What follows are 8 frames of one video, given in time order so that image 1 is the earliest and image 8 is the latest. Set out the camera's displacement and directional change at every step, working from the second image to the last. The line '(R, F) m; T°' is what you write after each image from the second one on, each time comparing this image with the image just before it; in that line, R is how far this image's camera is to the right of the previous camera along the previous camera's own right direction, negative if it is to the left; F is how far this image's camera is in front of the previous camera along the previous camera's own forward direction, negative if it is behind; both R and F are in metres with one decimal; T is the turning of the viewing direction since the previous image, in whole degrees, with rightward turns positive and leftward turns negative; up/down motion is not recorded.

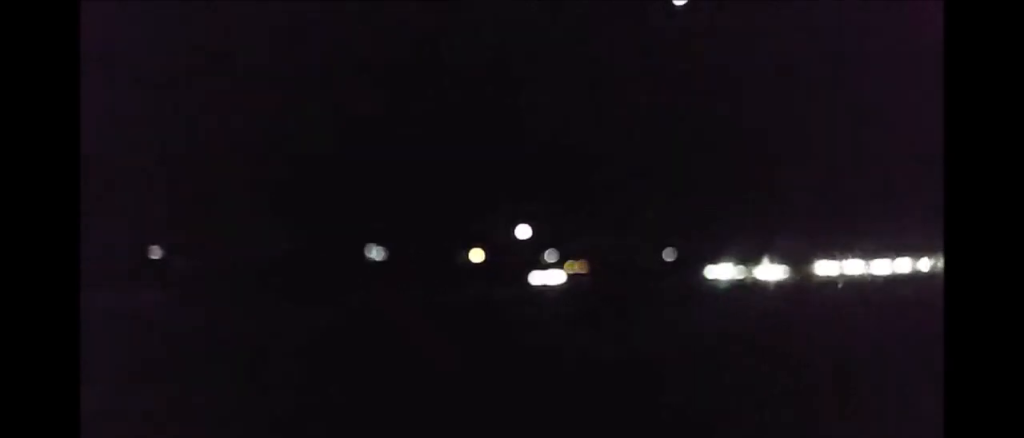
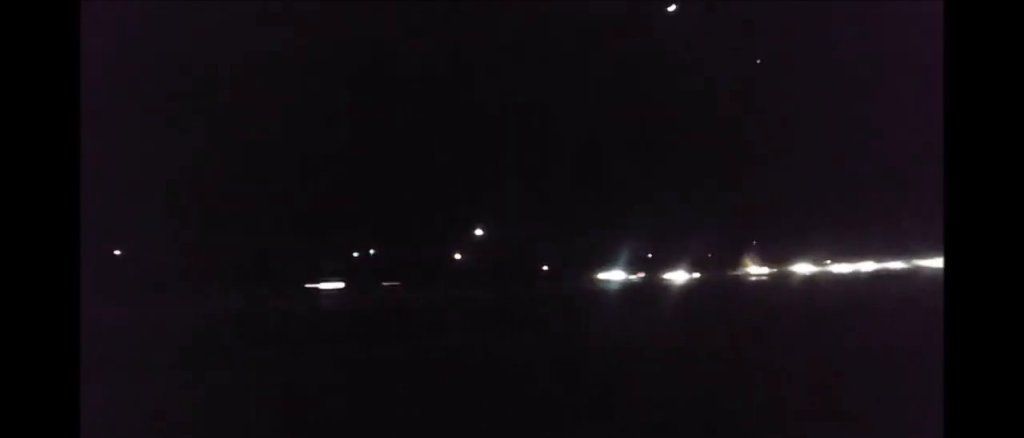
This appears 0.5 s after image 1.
(-0.3, +13.2) m; 0°
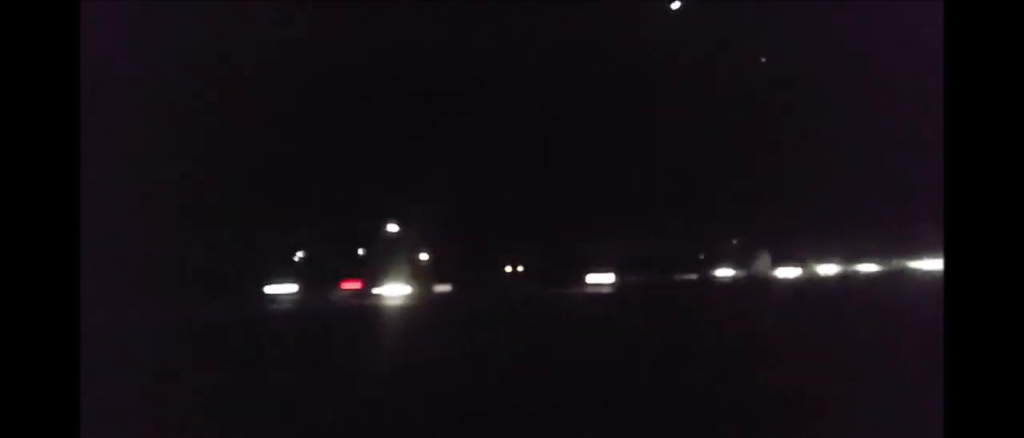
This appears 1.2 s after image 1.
(0.0, +21.7) m; 0°
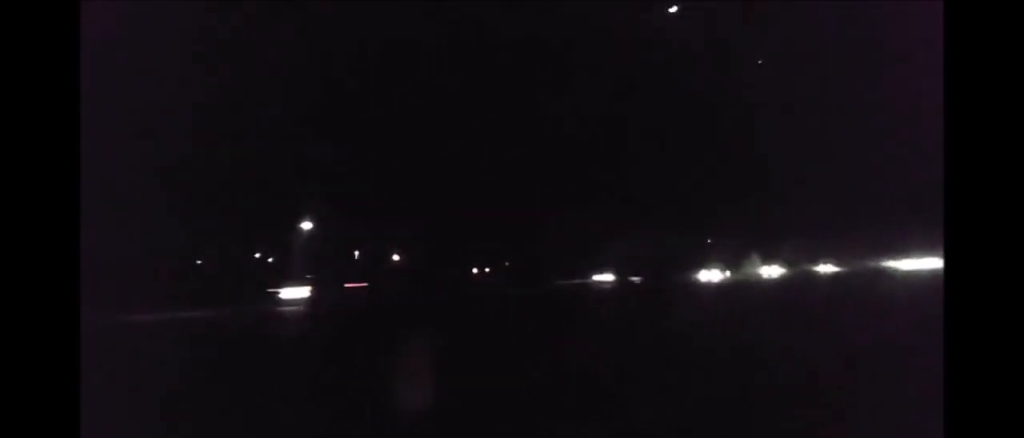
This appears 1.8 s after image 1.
(+0.2, +16.9) m; +1°
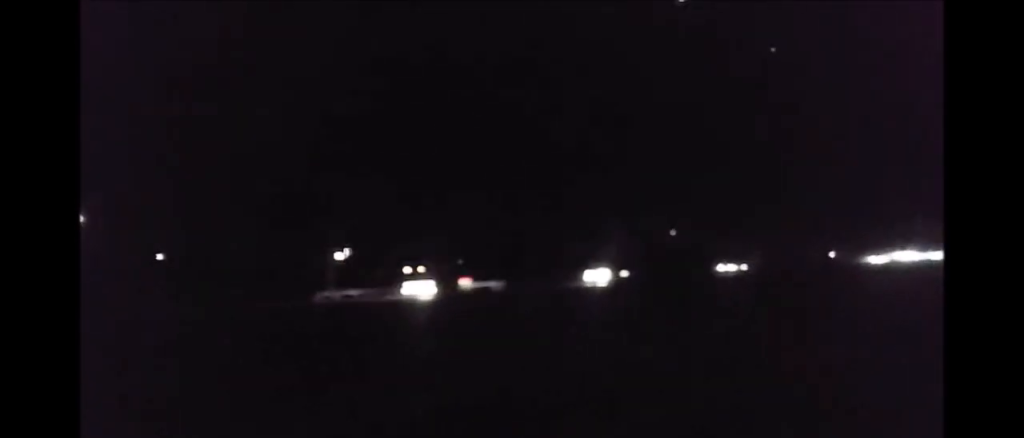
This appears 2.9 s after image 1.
(0.0, +31.0) m; -1°
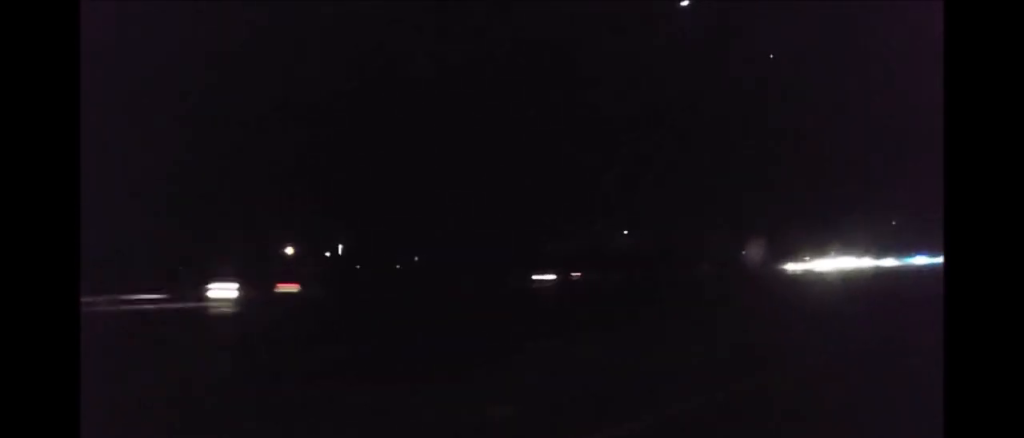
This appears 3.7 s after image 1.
(-0.5, +22.5) m; +1°
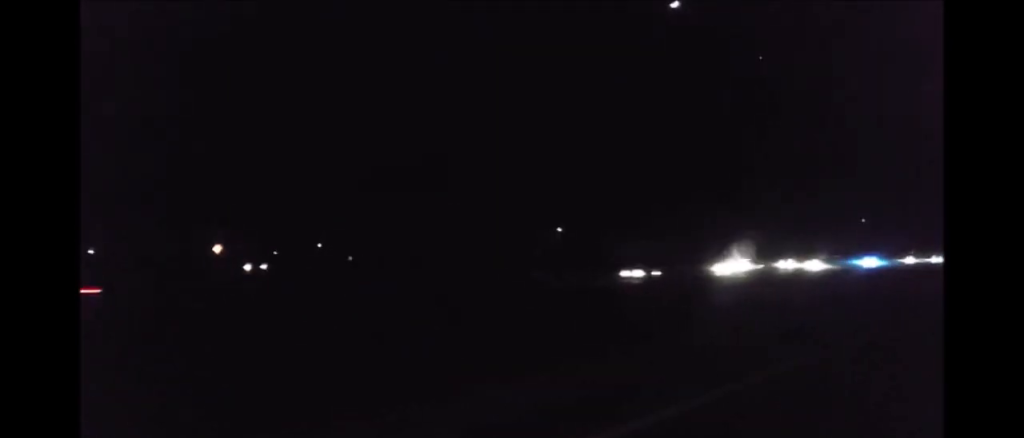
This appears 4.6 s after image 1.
(+0.7, +23.3) m; +1°
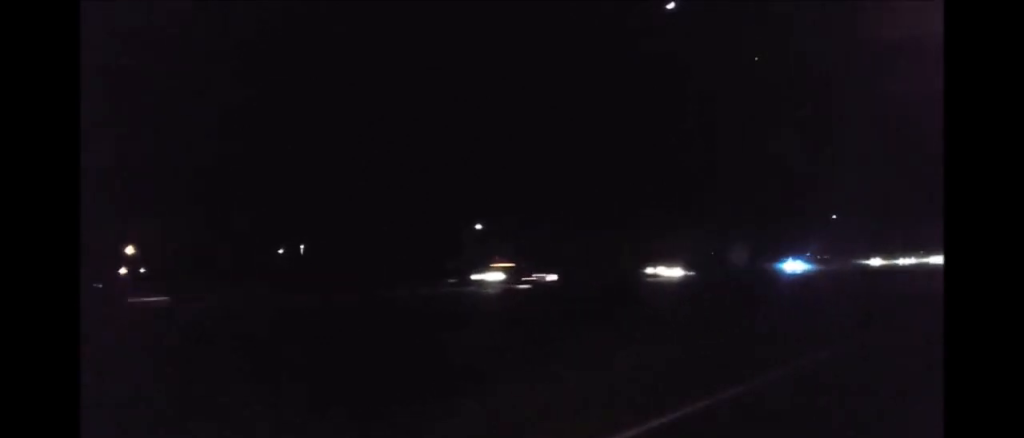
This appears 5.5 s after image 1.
(0.0, +24.9) m; -1°
